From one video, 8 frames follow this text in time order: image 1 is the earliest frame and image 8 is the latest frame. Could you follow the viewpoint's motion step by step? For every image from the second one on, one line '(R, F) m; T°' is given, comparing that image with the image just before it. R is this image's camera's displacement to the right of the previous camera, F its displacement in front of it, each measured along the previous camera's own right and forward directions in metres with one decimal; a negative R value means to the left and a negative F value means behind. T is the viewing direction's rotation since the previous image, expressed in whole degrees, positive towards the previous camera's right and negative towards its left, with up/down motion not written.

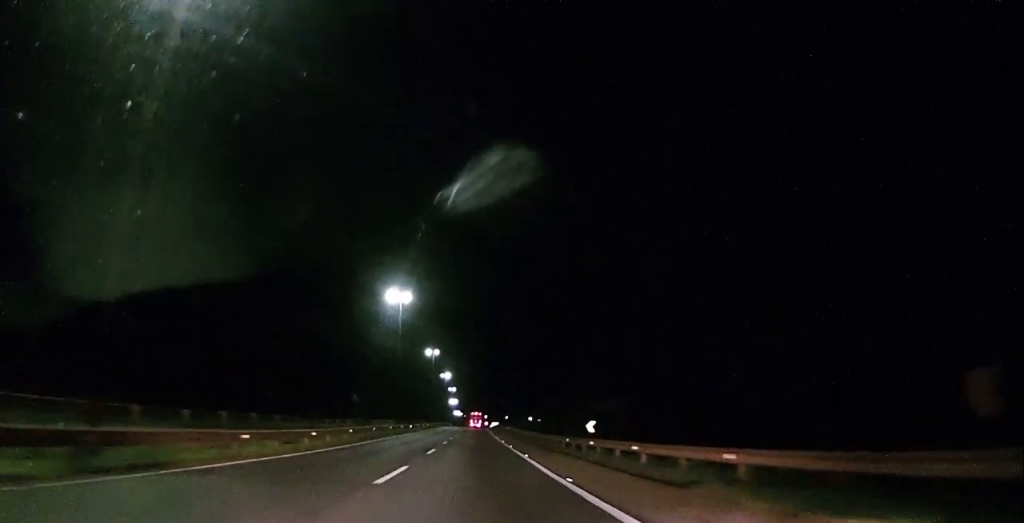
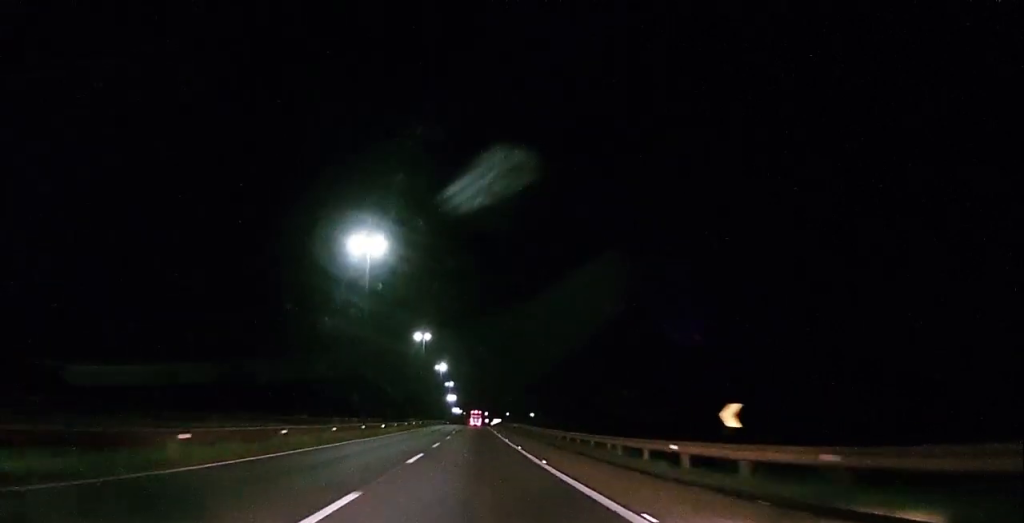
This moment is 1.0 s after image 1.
(-0.2, +20.2) m; -1°
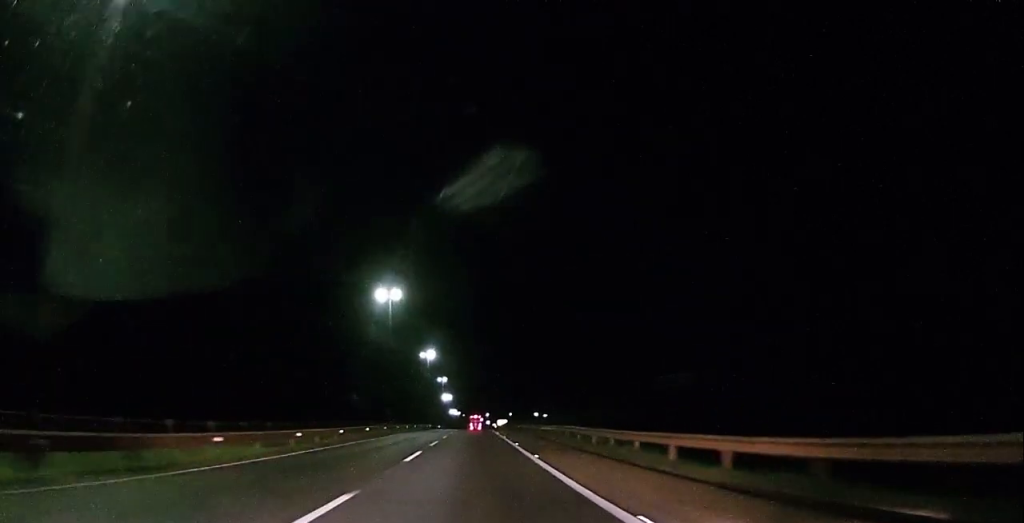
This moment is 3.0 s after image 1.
(0.0, +37.2) m; 0°
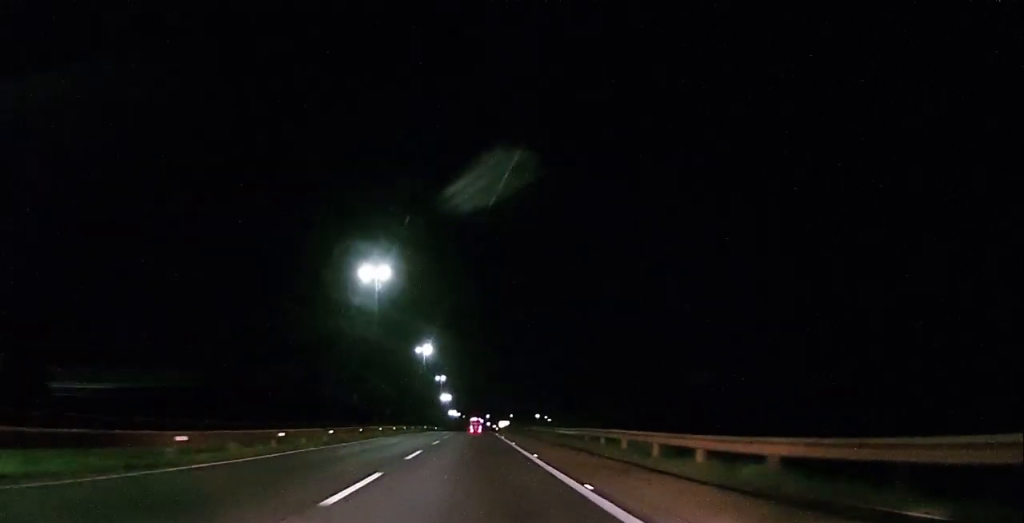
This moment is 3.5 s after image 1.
(0.0, +10.2) m; 0°
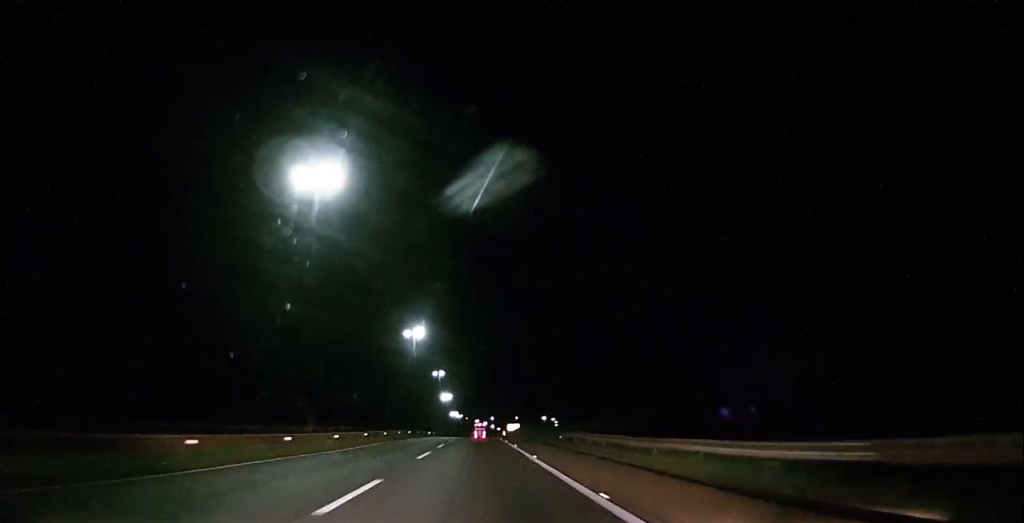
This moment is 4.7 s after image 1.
(0.0, +23.7) m; 0°
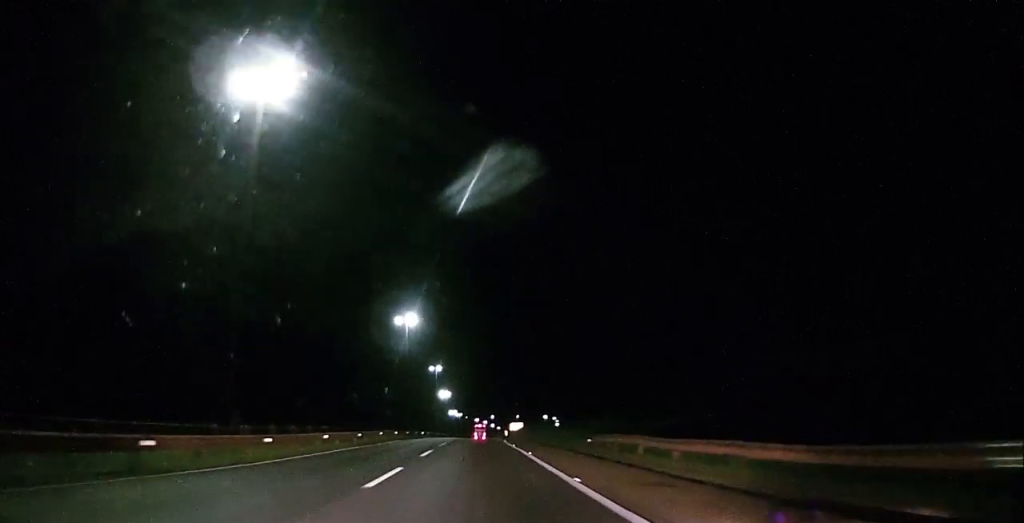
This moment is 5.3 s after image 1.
(0.0, +10.3) m; 0°
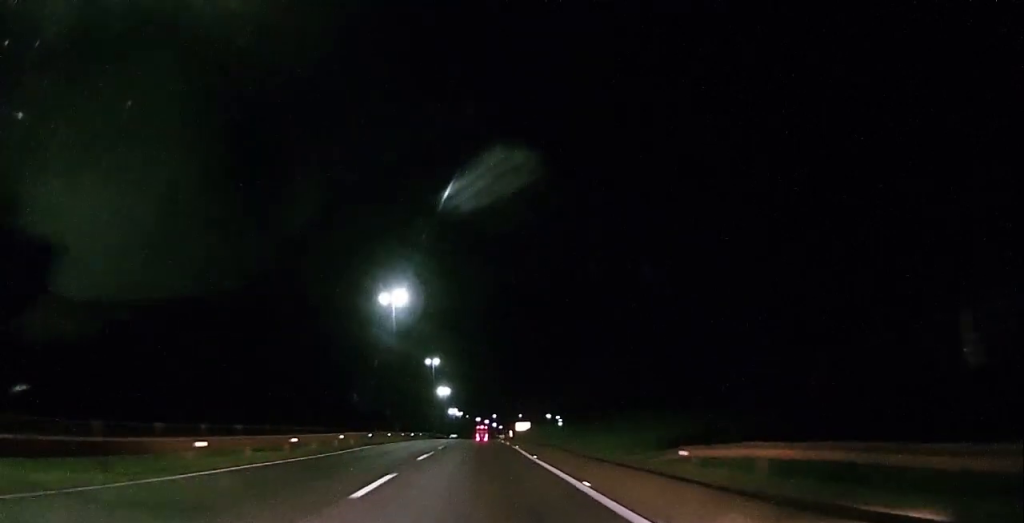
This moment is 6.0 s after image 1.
(0.0, +13.4) m; 0°
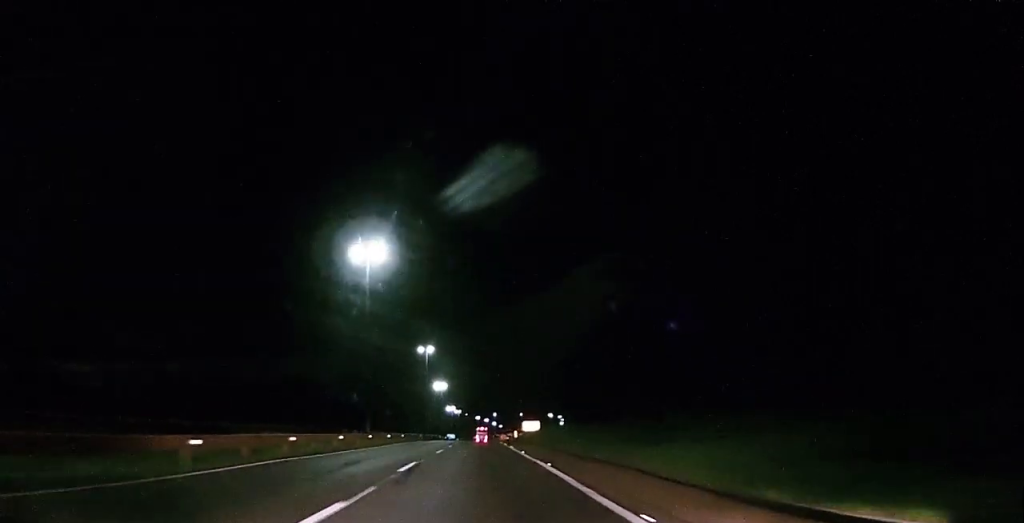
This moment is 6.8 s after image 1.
(0.0, +16.6) m; 0°
